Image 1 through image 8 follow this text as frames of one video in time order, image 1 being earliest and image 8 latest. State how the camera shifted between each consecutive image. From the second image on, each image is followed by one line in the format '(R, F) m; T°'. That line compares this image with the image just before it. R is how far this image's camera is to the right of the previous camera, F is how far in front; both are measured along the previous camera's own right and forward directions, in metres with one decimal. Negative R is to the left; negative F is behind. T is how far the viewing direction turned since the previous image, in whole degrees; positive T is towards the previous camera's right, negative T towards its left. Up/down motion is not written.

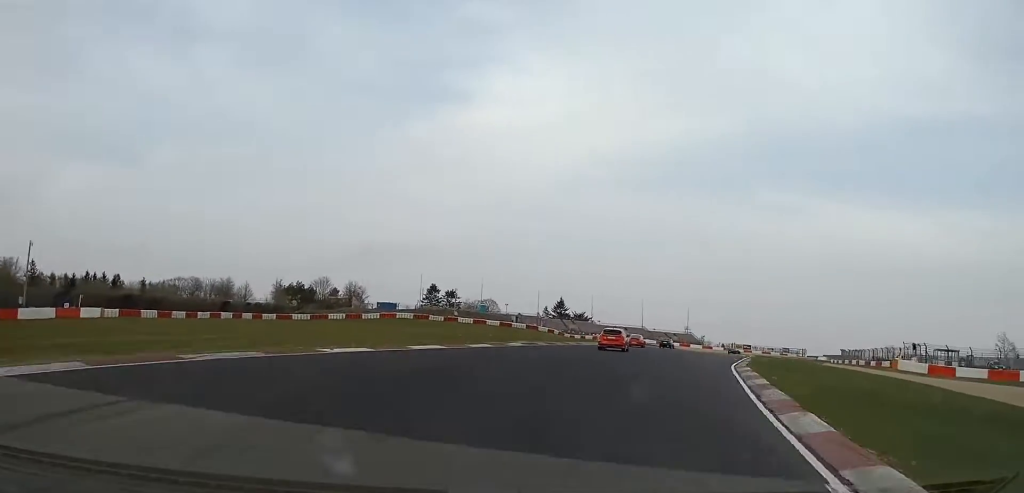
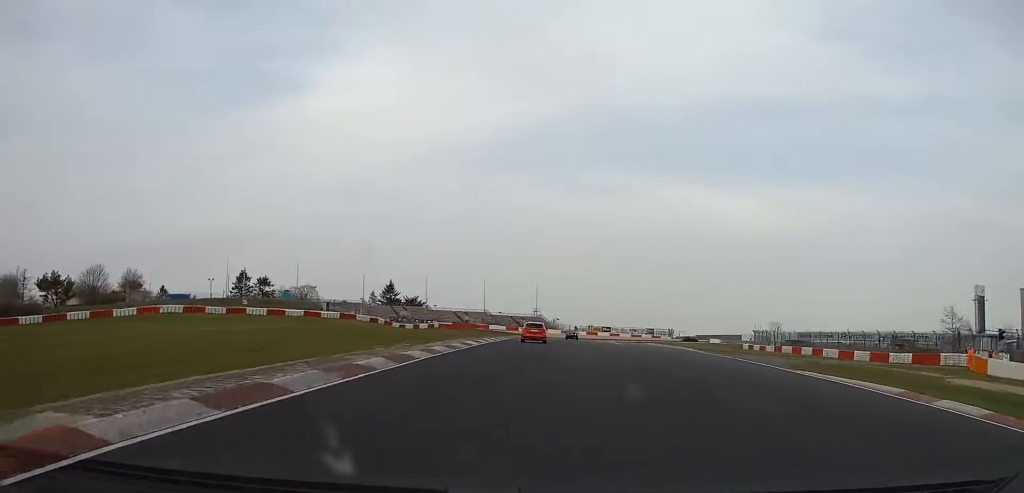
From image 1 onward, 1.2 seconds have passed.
(+5.1, +36.9) m; +16°
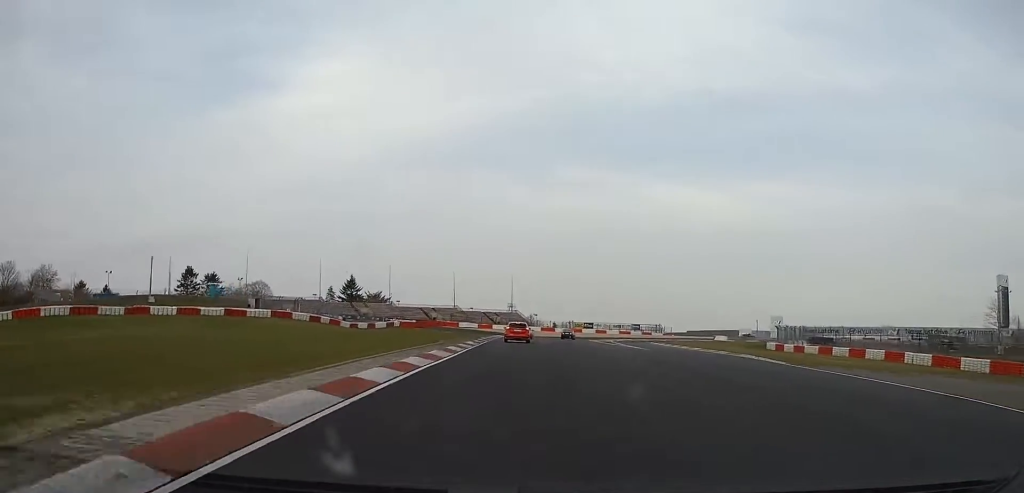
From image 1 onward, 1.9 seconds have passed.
(+1.8, +21.6) m; +5°
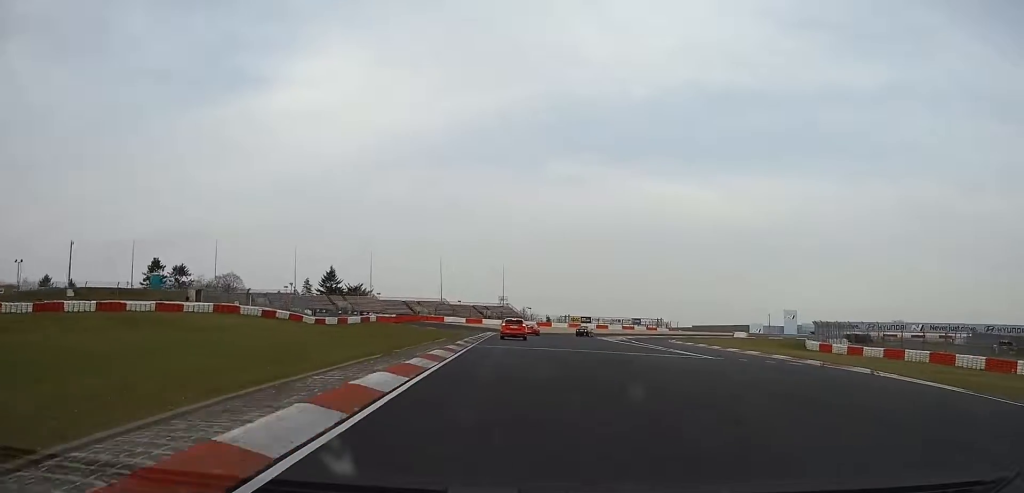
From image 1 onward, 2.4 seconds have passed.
(+0.4, +15.9) m; +3°
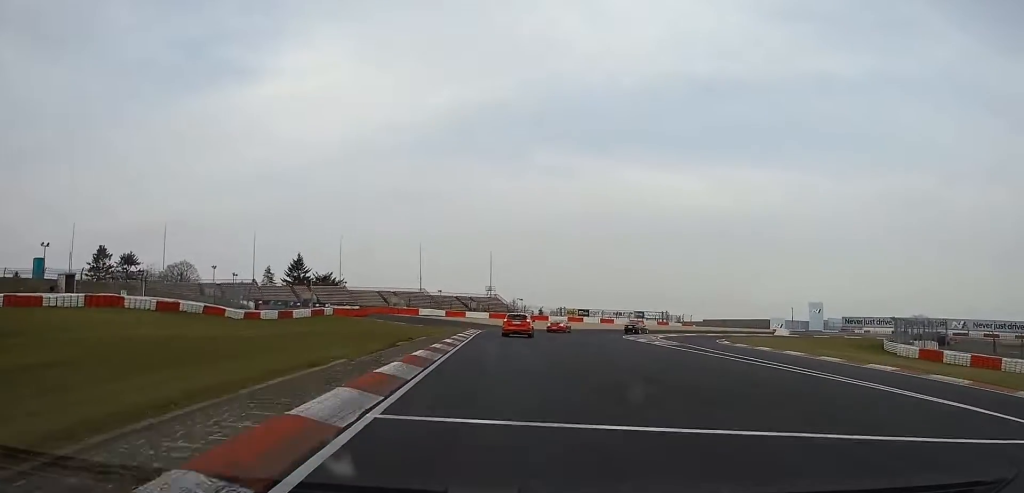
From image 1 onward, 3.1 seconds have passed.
(+0.6, +23.1) m; +1°
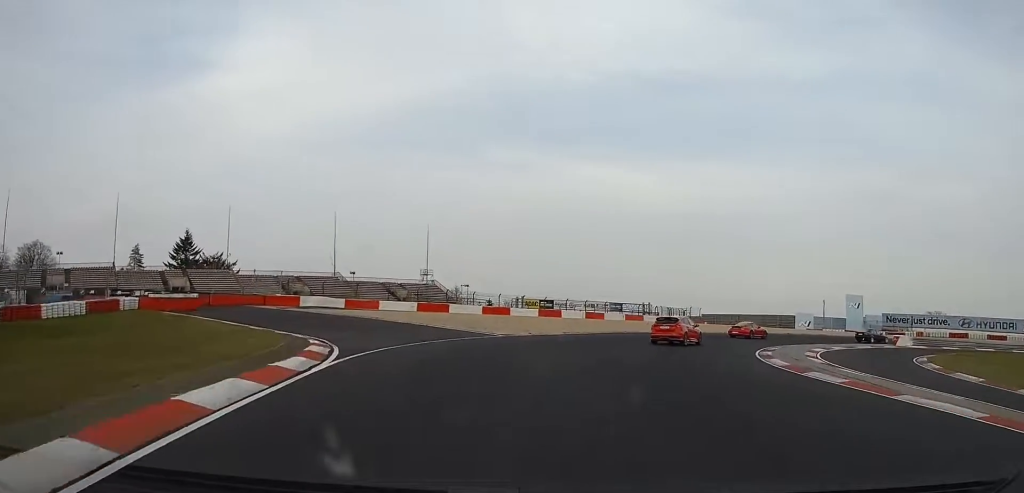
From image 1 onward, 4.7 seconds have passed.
(+1.2, +45.6) m; +7°
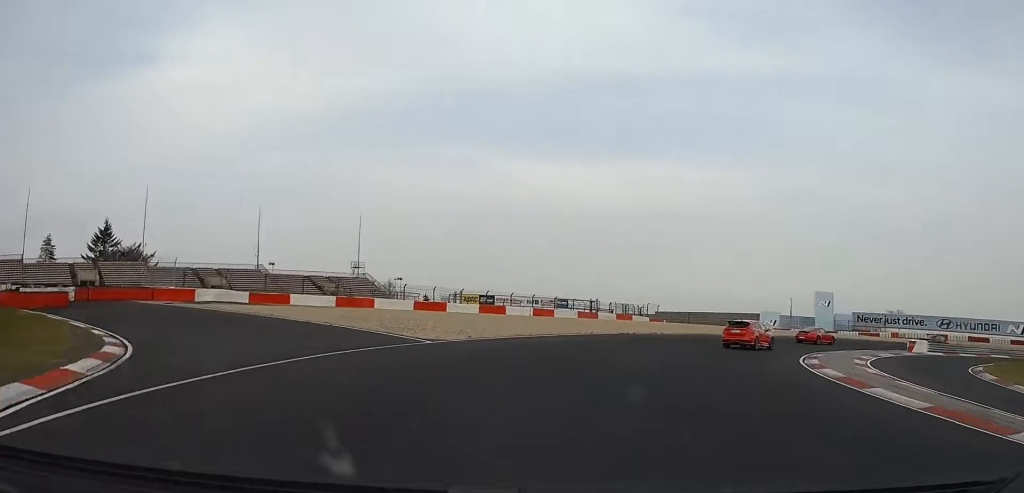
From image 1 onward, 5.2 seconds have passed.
(0.0, +12.4) m; +6°
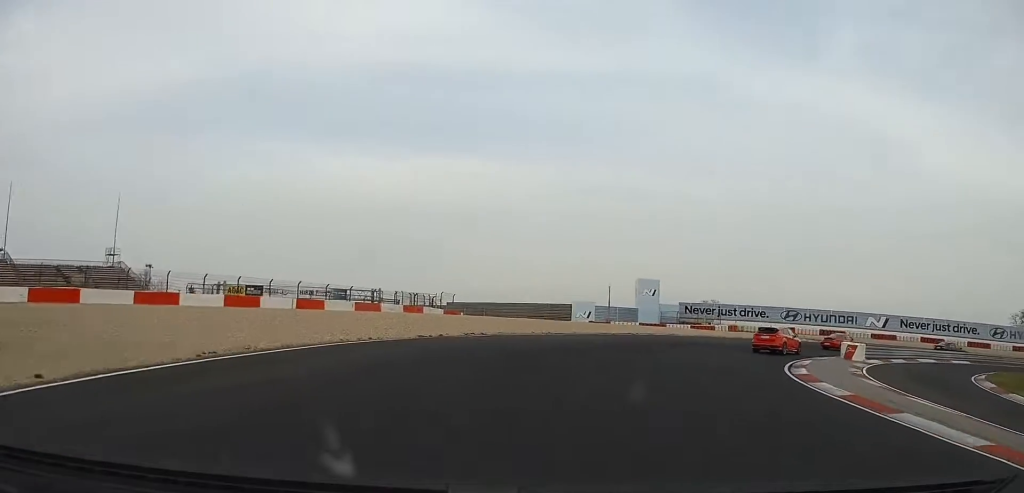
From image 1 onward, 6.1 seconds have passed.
(+2.4, +18.4) m; +19°
